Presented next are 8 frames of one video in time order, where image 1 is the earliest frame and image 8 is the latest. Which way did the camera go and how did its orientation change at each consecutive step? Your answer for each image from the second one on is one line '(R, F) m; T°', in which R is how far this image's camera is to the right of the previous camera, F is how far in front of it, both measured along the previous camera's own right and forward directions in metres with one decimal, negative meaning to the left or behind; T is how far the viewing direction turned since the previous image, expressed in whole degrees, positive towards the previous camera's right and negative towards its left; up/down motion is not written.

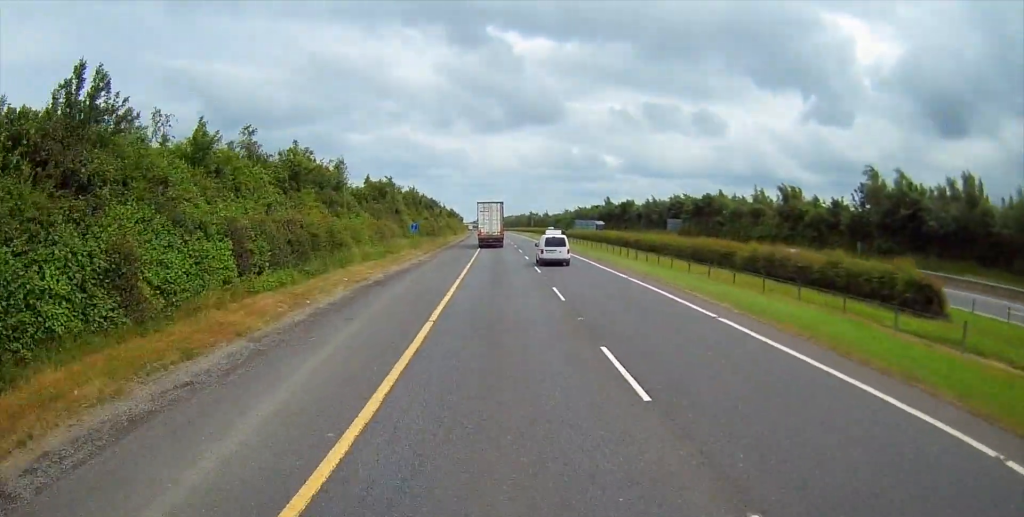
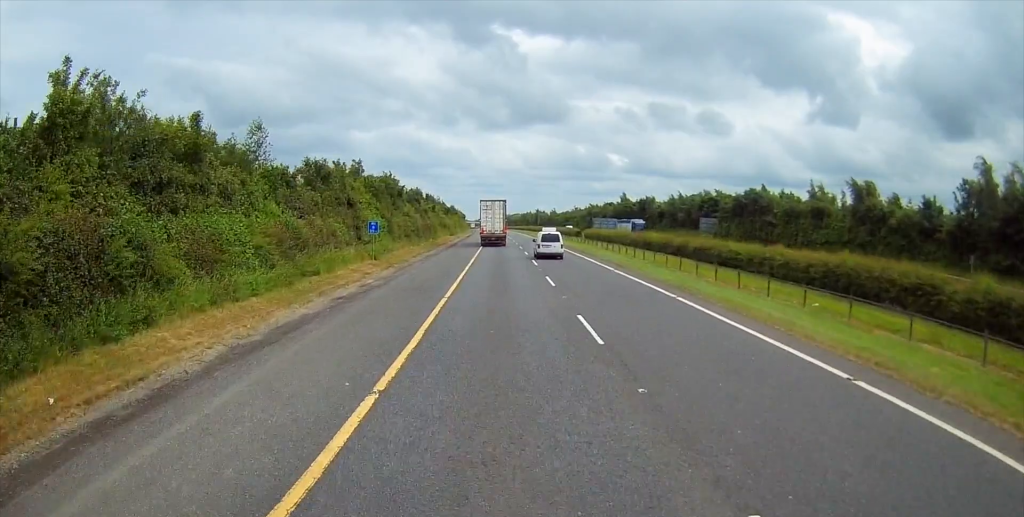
(0.0, +20.1) m; 0°
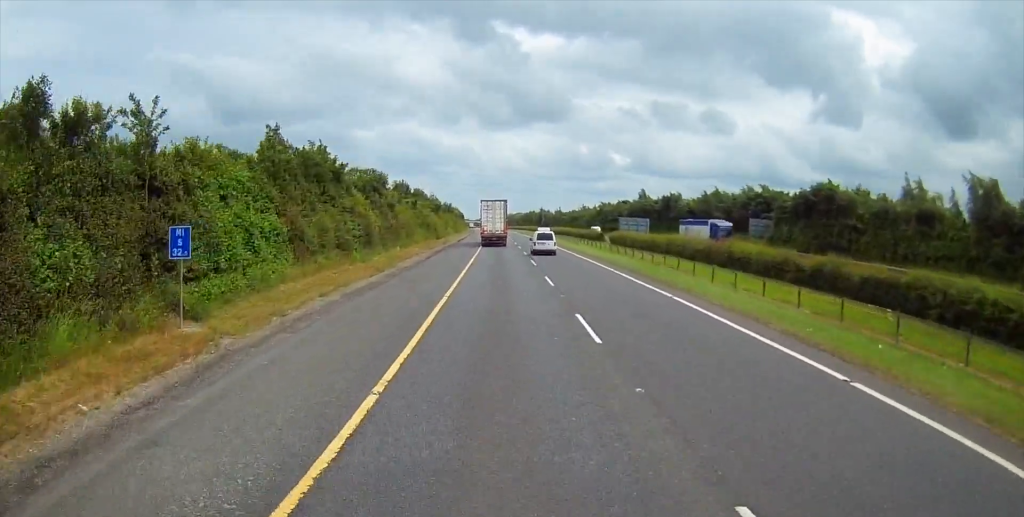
(-0.2, +24.0) m; -1°
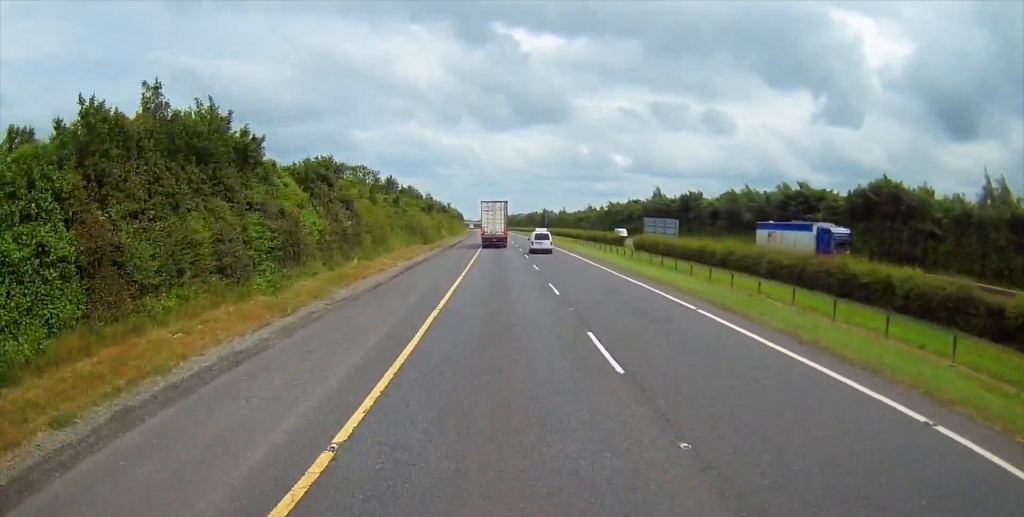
(0.0, +14.7) m; 0°
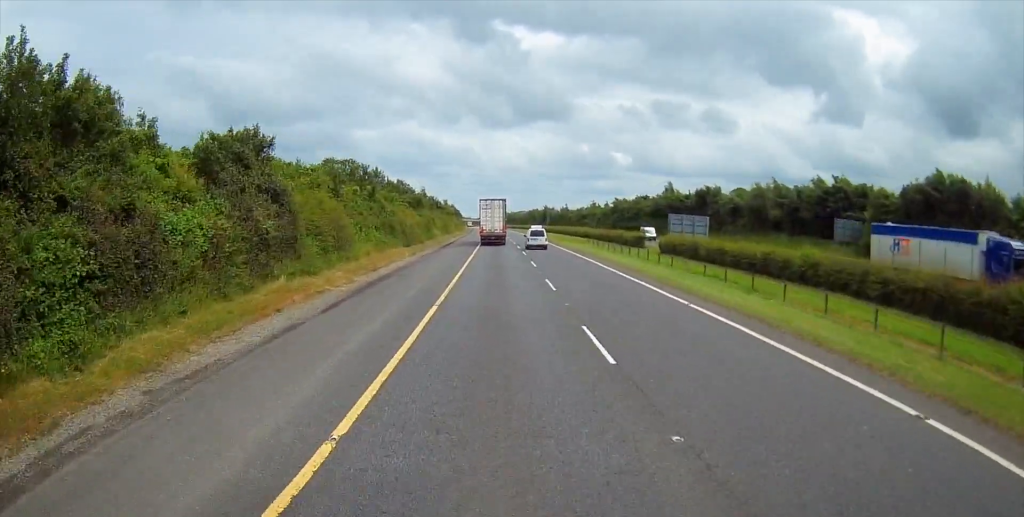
(0.0, +11.7) m; 0°
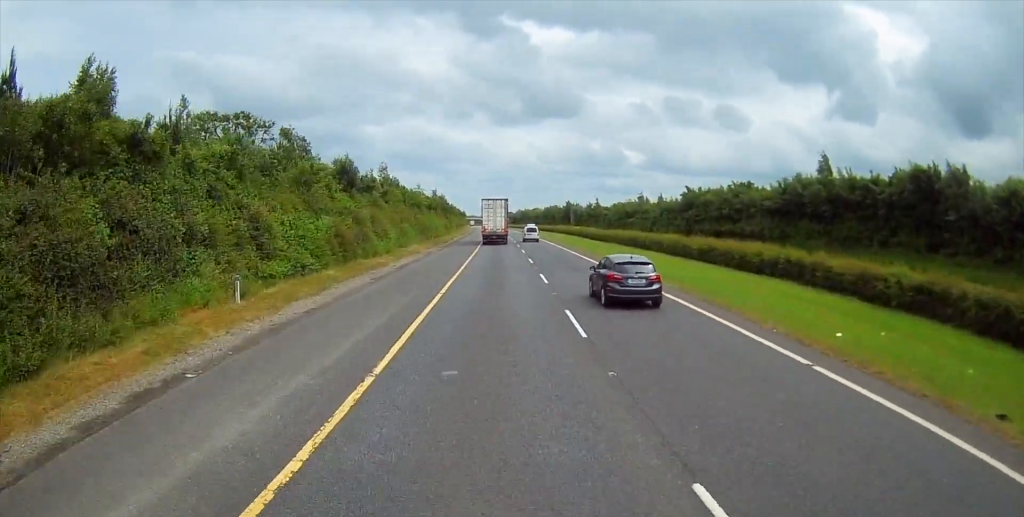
(-0.7, +70.1) m; -1°
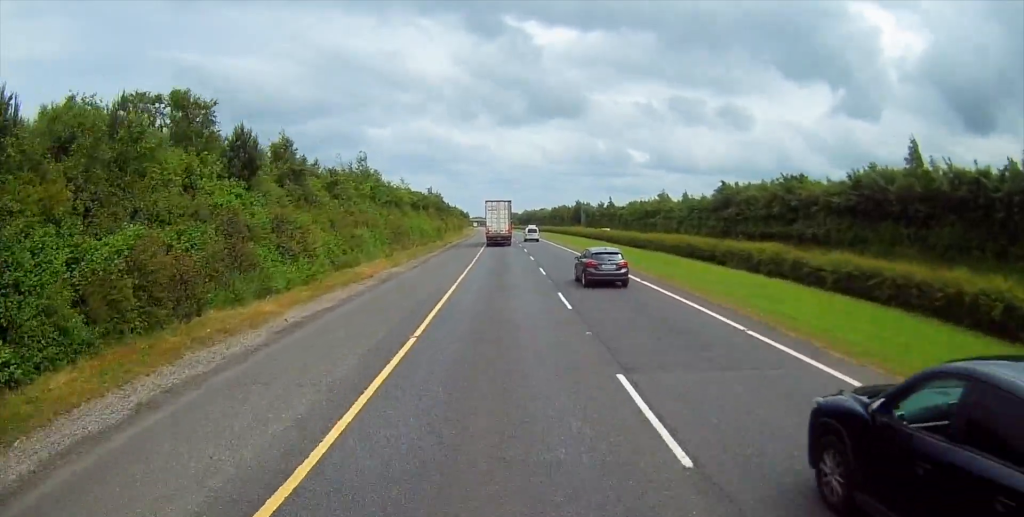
(0.0, +19.5) m; +1°
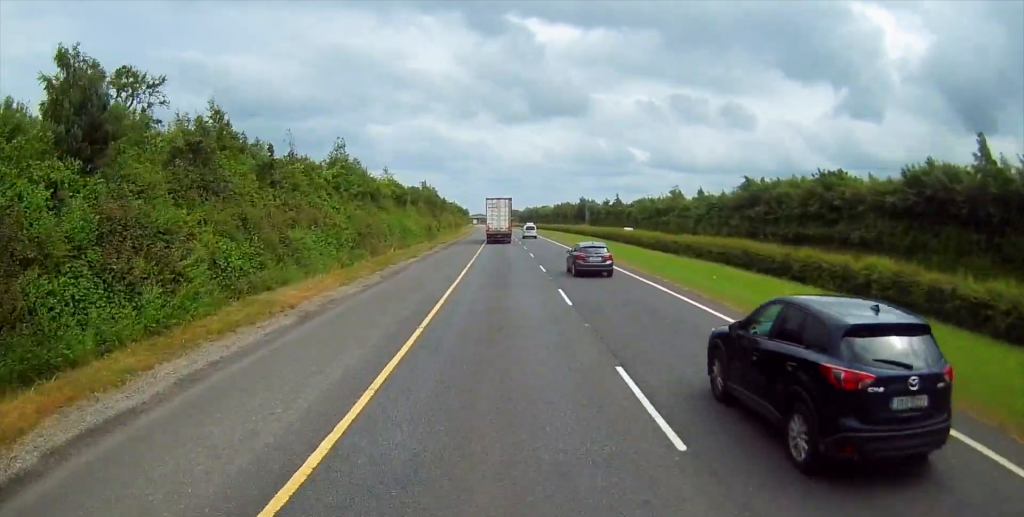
(+0.1, +11.7) m; +1°
